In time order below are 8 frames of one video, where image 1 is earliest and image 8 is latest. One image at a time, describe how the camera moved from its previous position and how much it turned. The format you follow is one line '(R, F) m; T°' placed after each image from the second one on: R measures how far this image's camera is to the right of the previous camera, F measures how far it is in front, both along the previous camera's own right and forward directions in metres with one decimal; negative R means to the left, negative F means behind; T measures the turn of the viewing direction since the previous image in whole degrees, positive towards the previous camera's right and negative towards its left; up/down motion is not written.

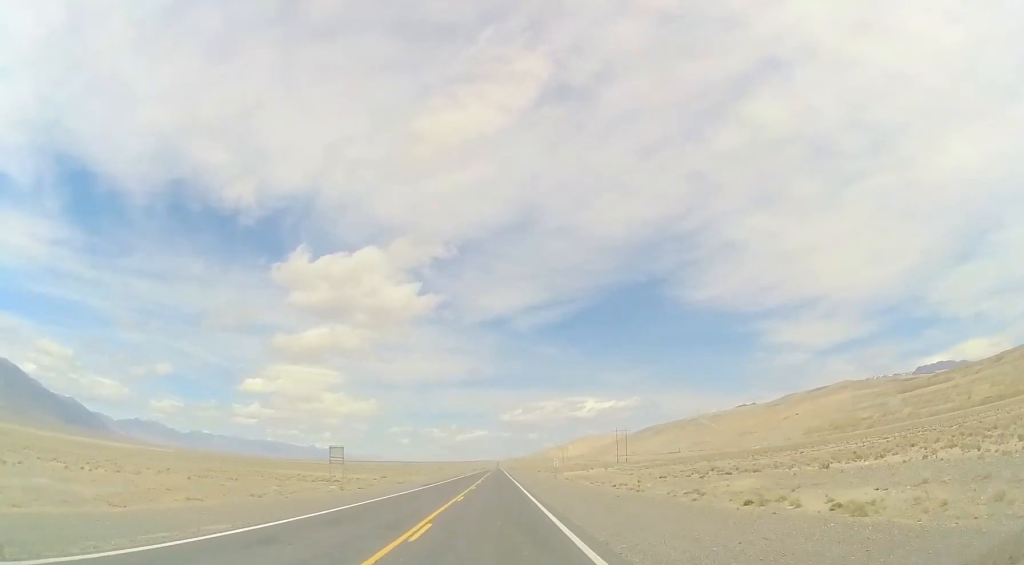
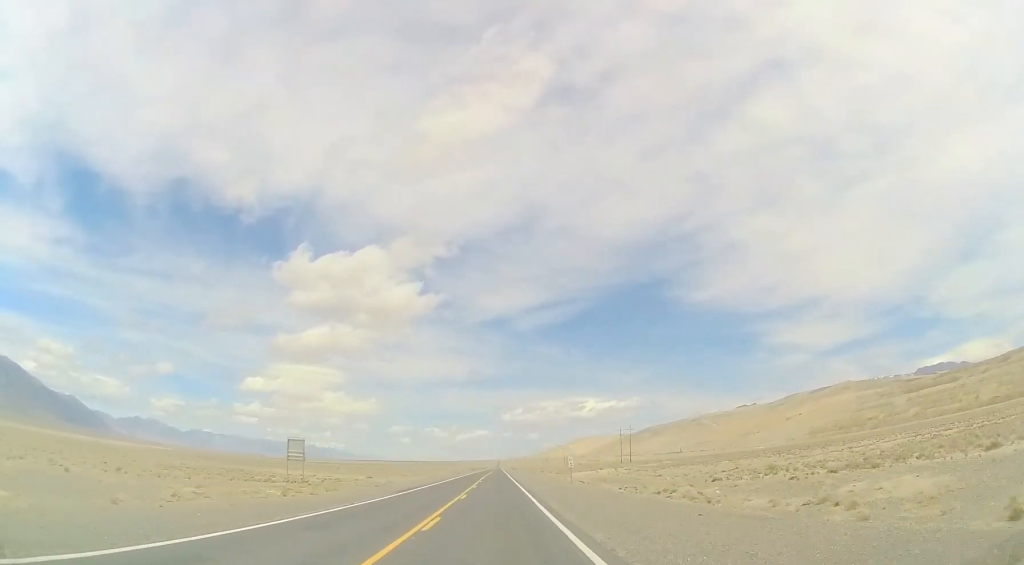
(+0.1, +11.9) m; 0°
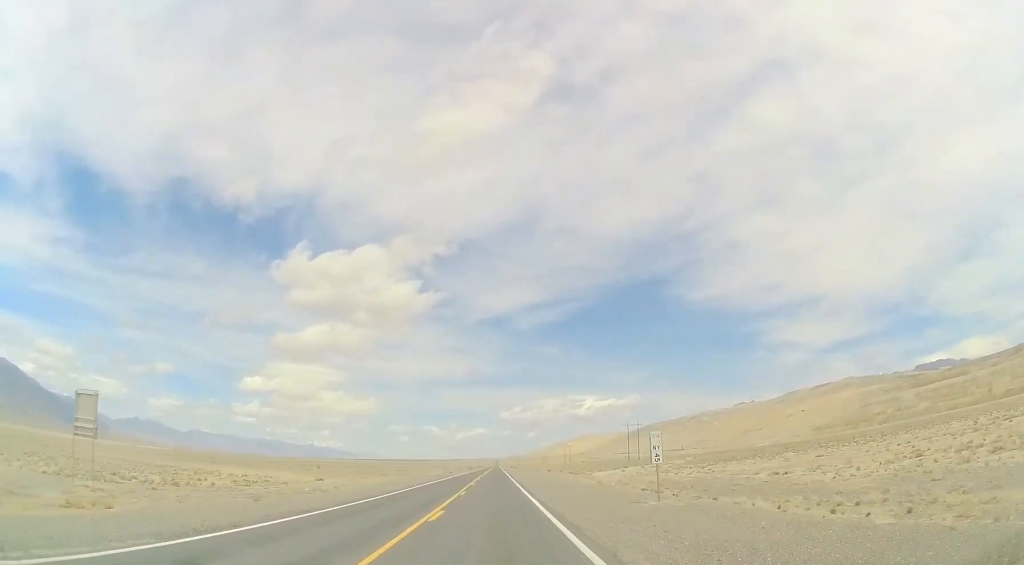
(+0.1, +26.0) m; +1°
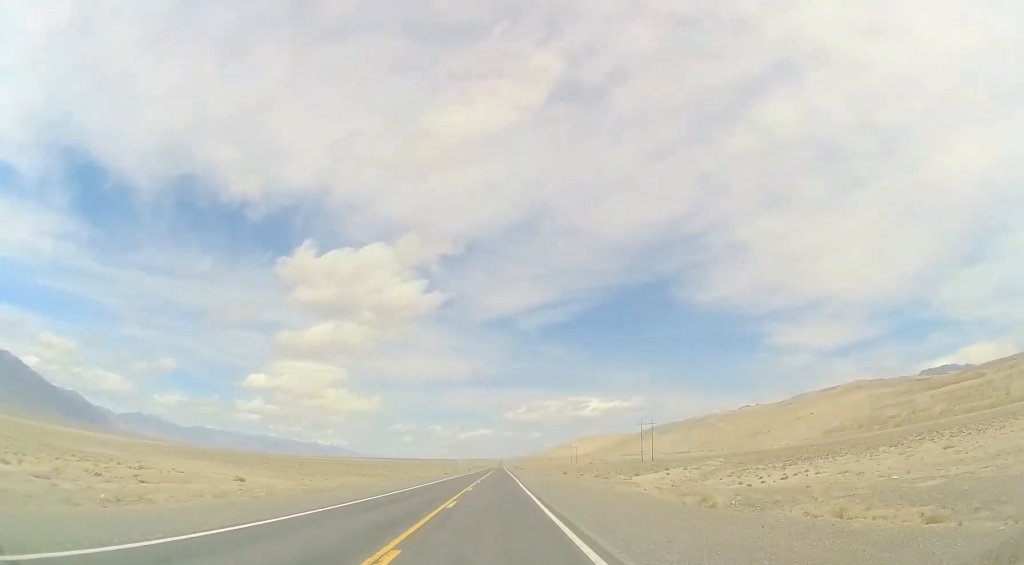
(+0.1, +22.8) m; 0°
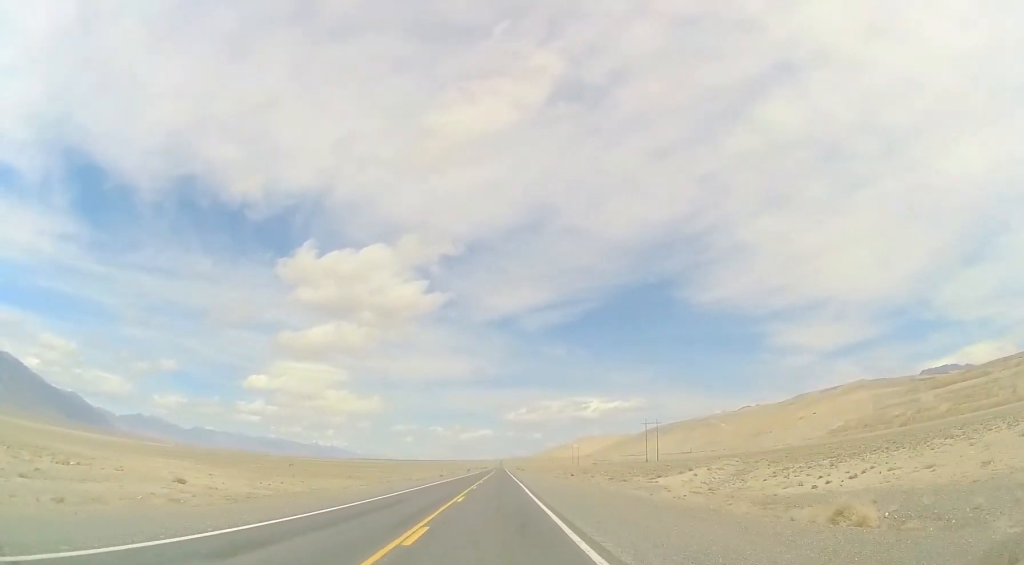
(-0.1, +9.7) m; -1°
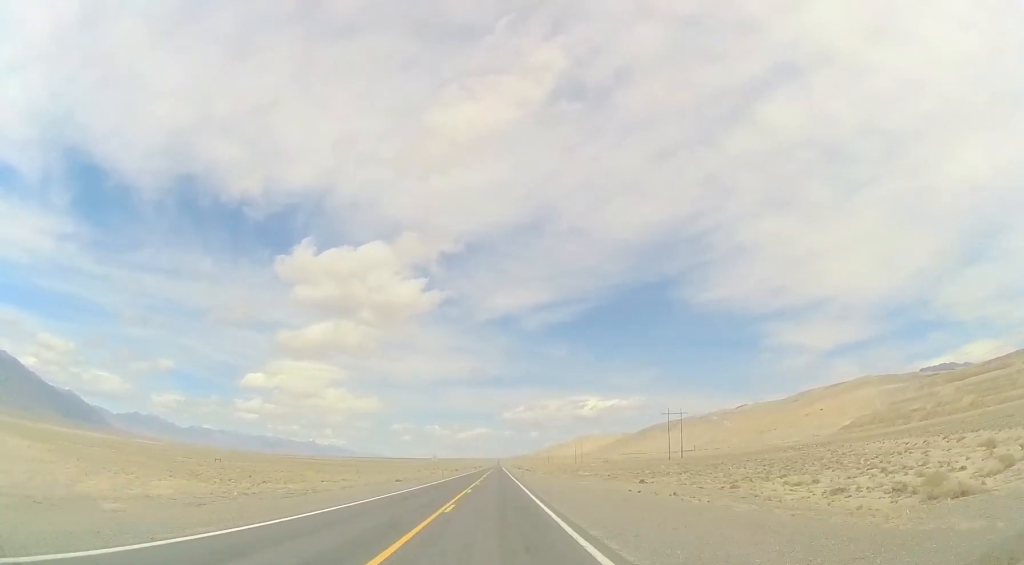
(-1.4, +47.6) m; 0°
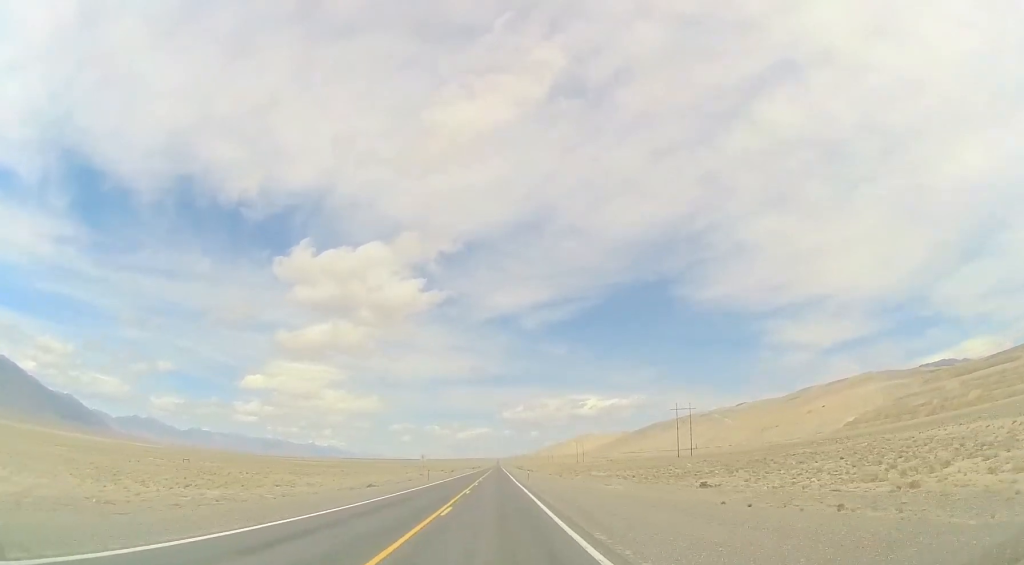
(+0.8, +14.6) m; +1°
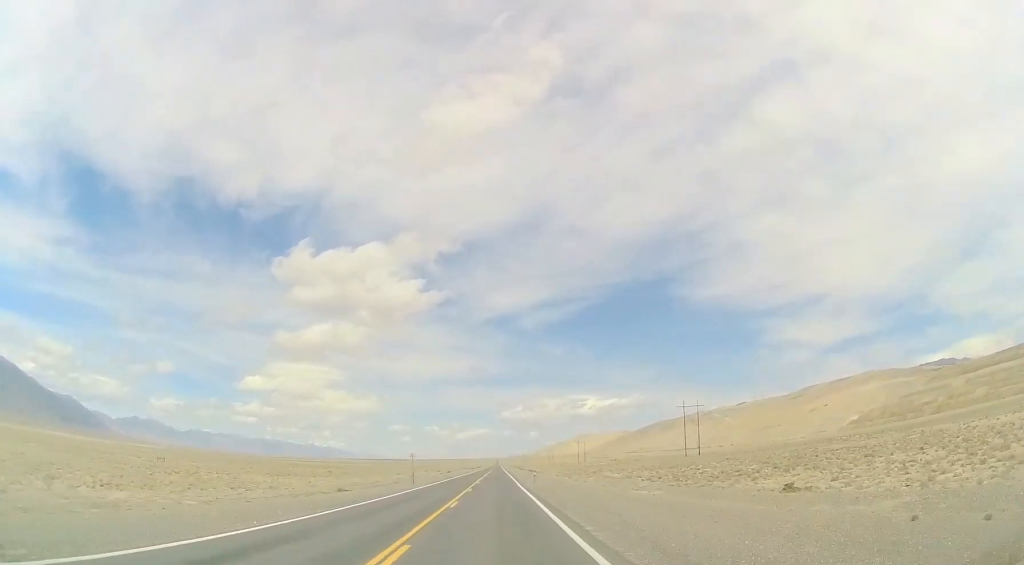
(+0.1, +10.9) m; 0°
